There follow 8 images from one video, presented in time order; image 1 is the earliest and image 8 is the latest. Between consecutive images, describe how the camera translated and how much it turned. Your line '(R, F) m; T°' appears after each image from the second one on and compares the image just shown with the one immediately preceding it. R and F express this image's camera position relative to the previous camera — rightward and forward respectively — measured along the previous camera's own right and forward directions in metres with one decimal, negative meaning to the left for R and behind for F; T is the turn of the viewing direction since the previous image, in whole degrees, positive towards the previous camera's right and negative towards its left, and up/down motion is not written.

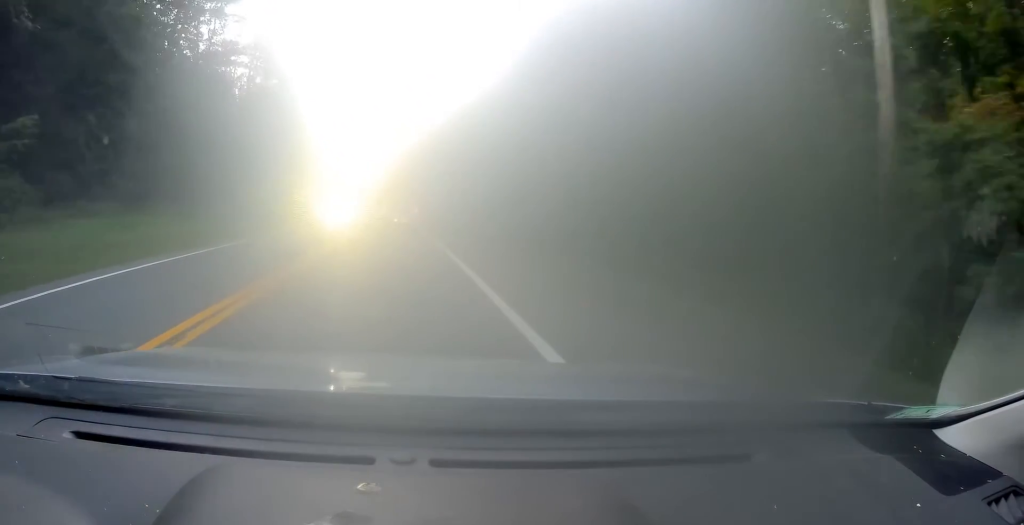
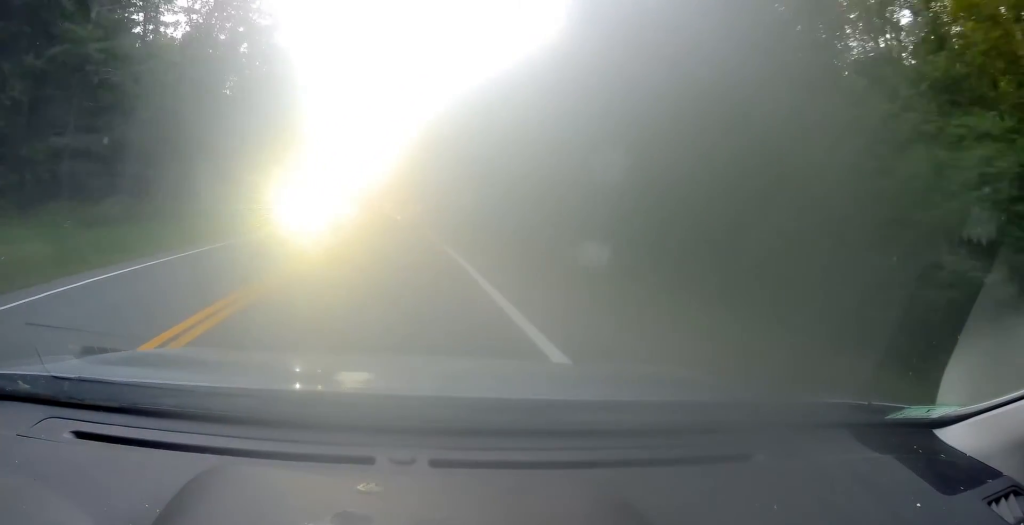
(-0.1, +15.1) m; -2°
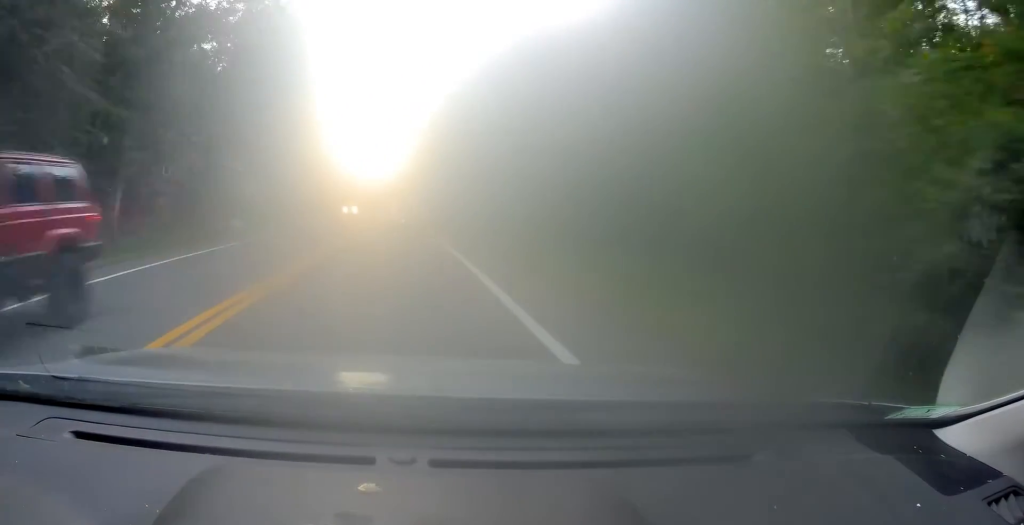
(-0.4, +14.4) m; -1°
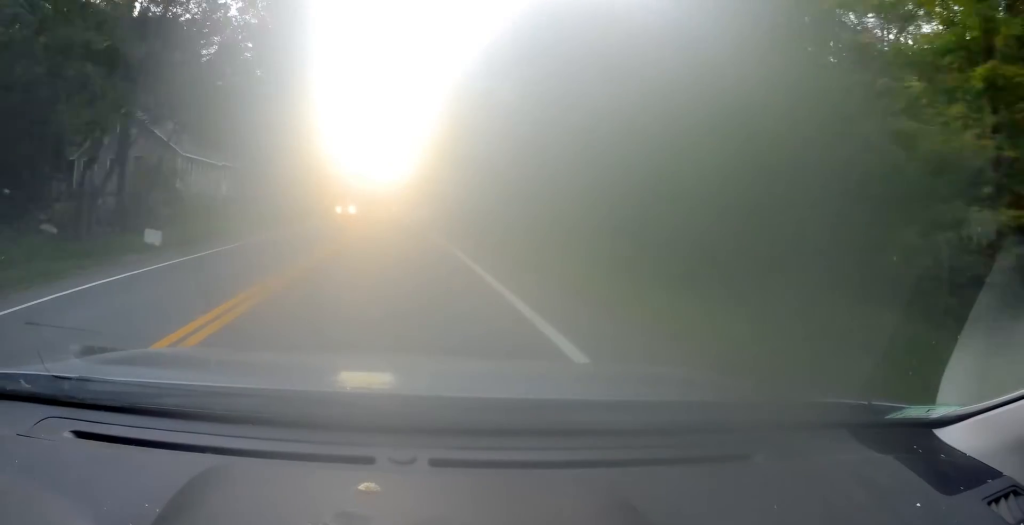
(-0.1, +10.1) m; -1°
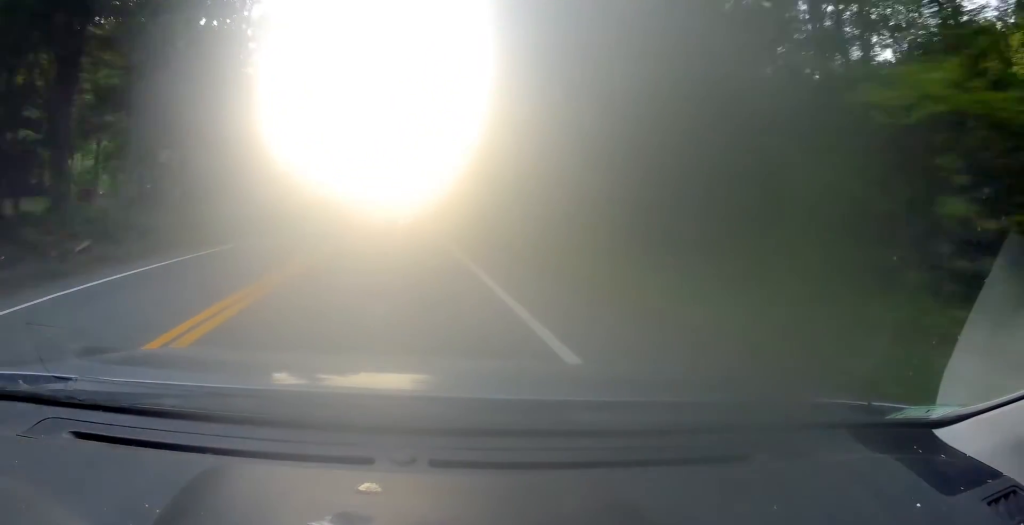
(-1.1, +40.5) m; -4°
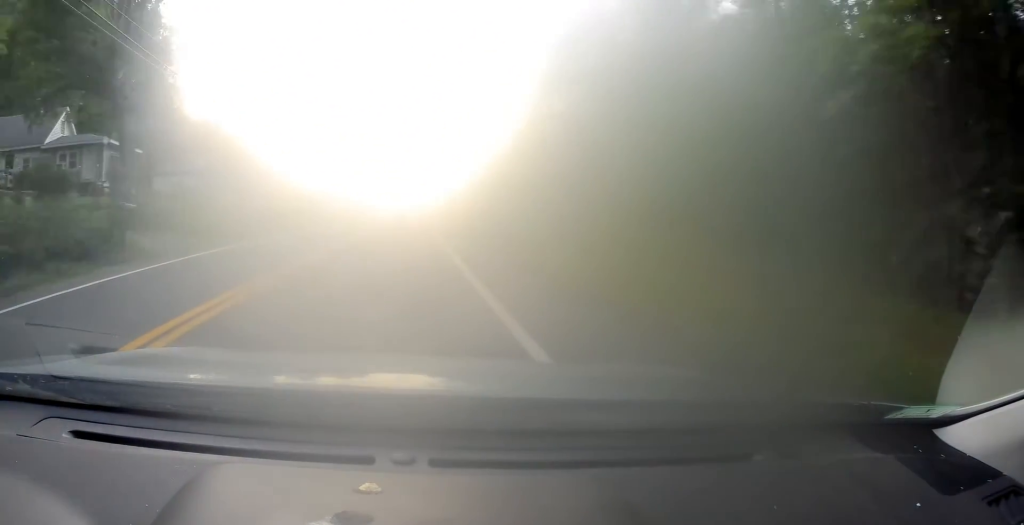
(-0.7, +33.5) m; -1°
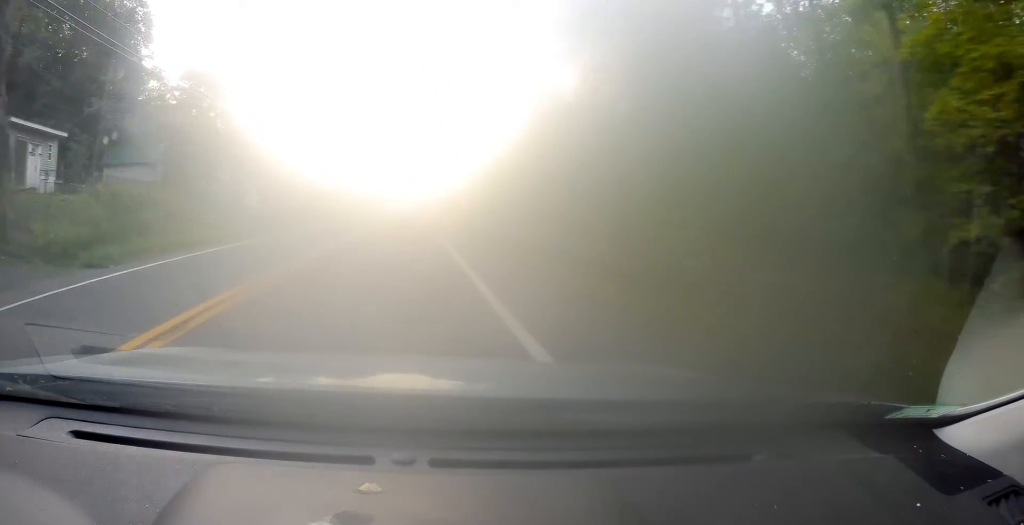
(-0.1, +10.2) m; 0°
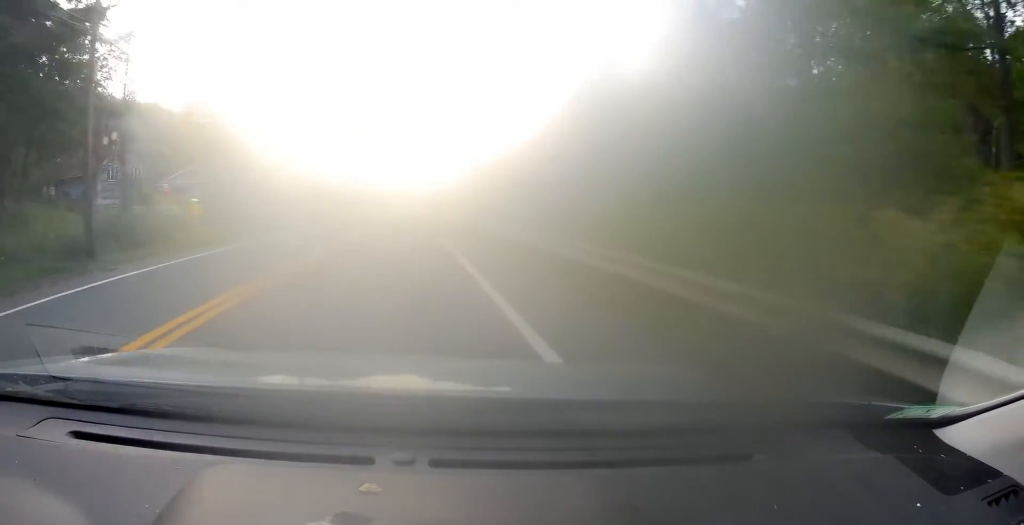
(+0.3, +26.0) m; +1°
